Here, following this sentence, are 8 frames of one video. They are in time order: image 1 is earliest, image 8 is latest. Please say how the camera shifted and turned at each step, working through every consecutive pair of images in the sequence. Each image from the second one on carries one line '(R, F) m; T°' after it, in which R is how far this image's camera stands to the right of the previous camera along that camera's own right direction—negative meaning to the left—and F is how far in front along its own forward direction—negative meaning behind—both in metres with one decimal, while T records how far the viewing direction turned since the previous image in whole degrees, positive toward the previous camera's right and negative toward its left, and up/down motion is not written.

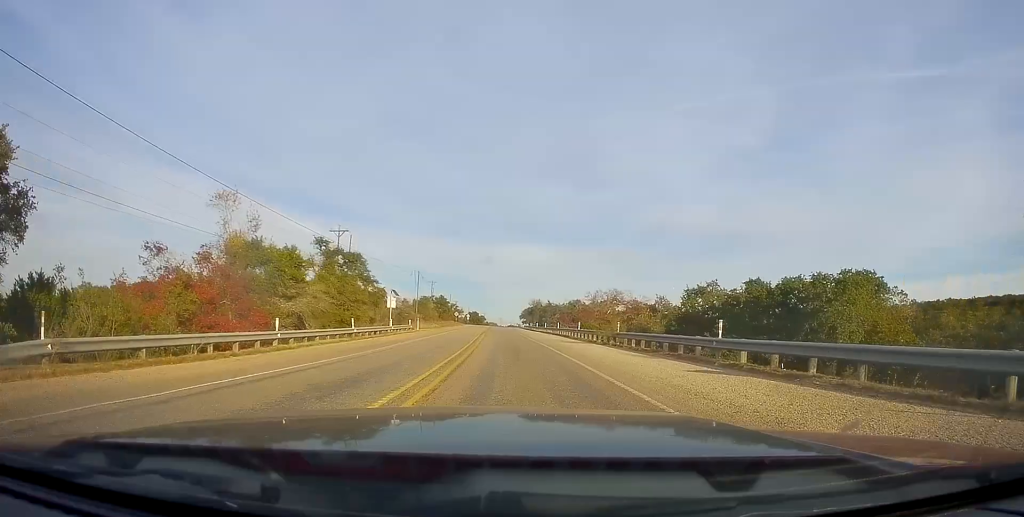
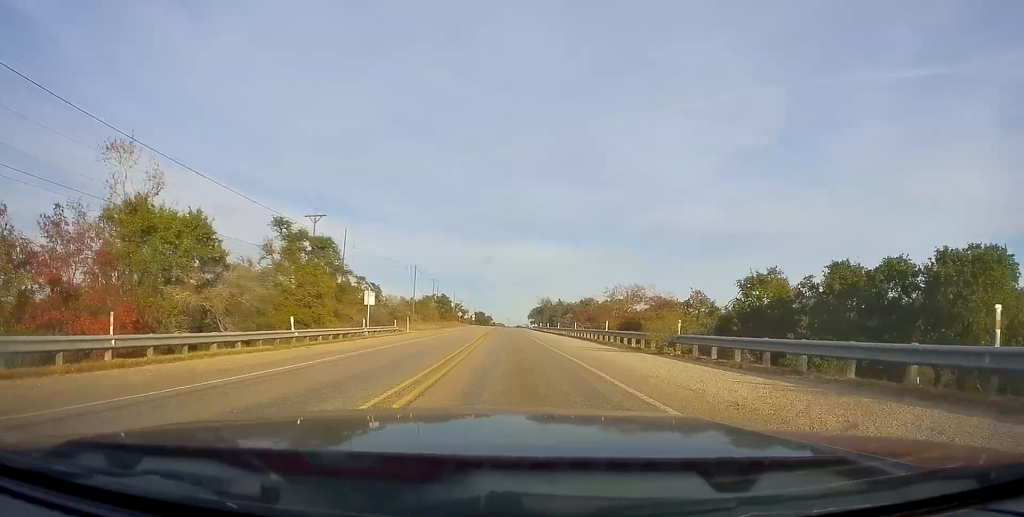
(+0.1, +11.2) m; -1°
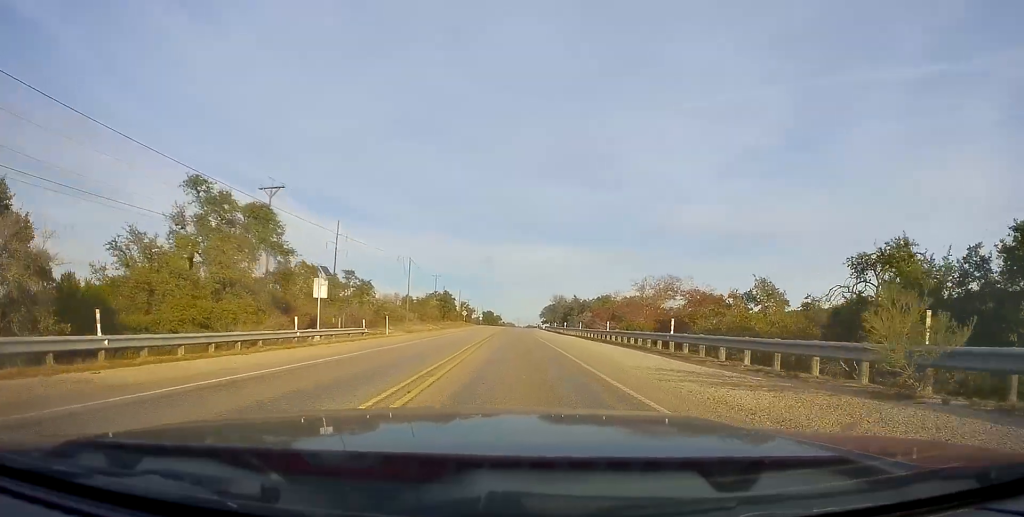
(-0.1, +13.7) m; -1°
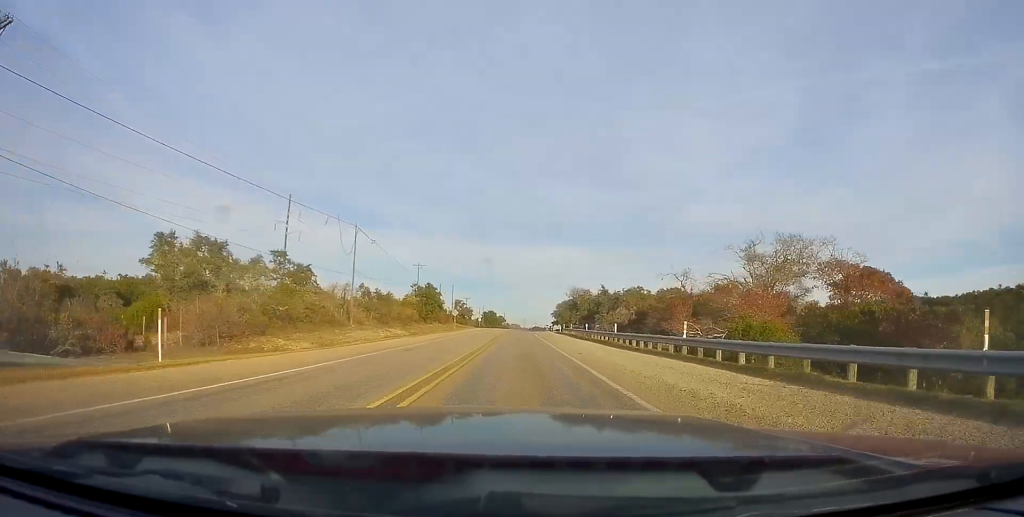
(-0.7, +31.7) m; -1°
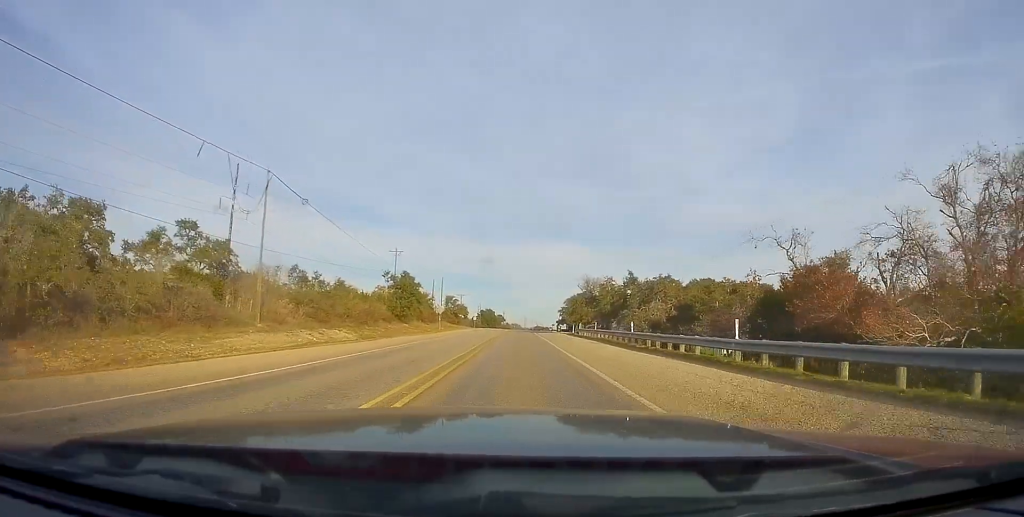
(+0.2, +20.6) m; 0°
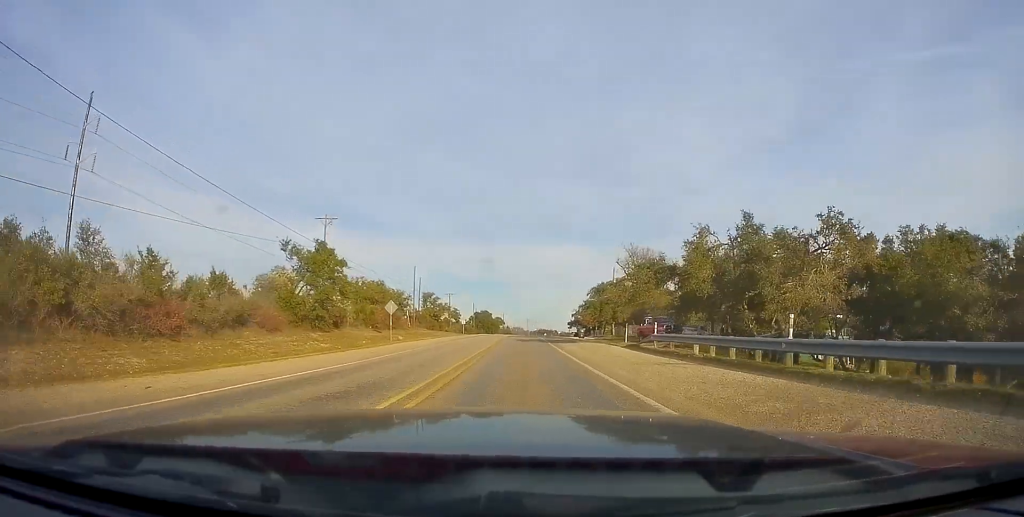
(-0.3, +33.7) m; 0°
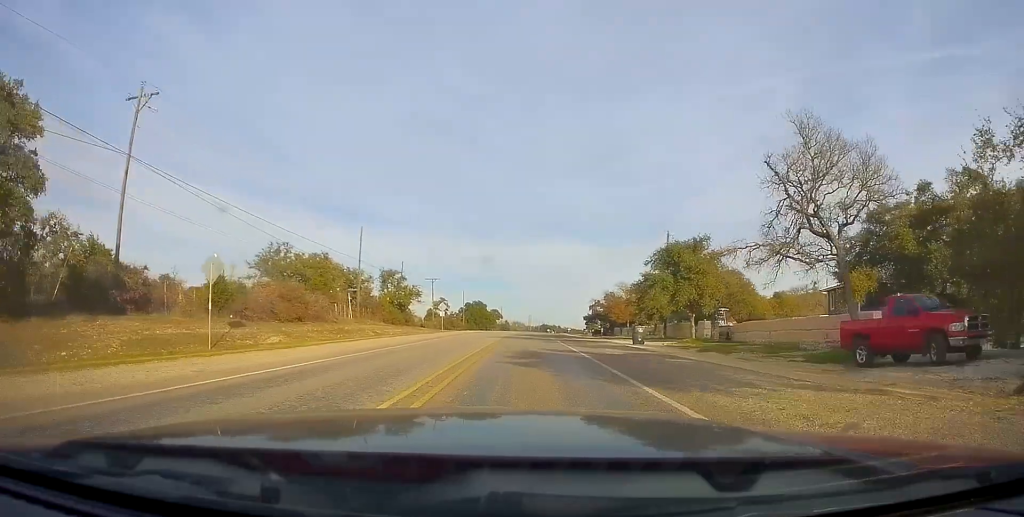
(+0.3, +32.1) m; 0°
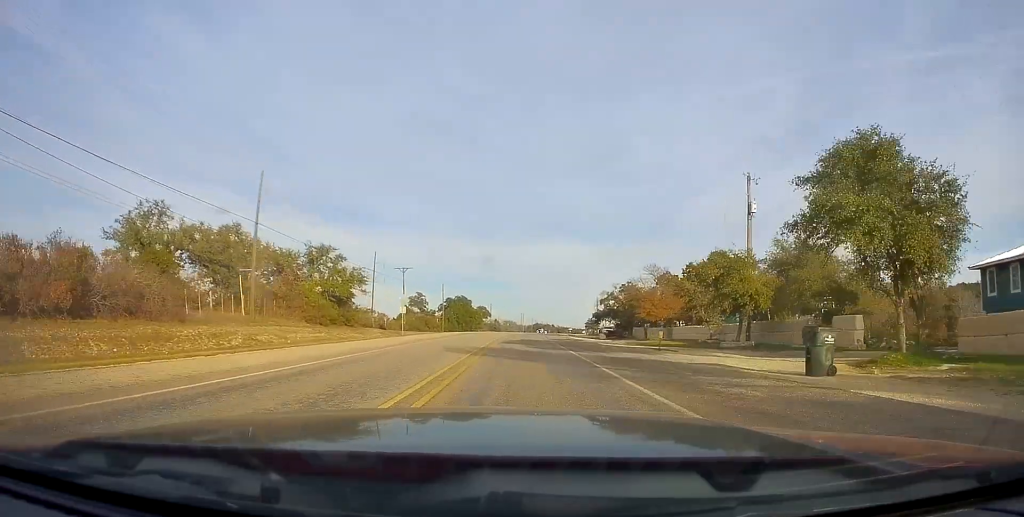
(-0.4, +22.7) m; +1°
